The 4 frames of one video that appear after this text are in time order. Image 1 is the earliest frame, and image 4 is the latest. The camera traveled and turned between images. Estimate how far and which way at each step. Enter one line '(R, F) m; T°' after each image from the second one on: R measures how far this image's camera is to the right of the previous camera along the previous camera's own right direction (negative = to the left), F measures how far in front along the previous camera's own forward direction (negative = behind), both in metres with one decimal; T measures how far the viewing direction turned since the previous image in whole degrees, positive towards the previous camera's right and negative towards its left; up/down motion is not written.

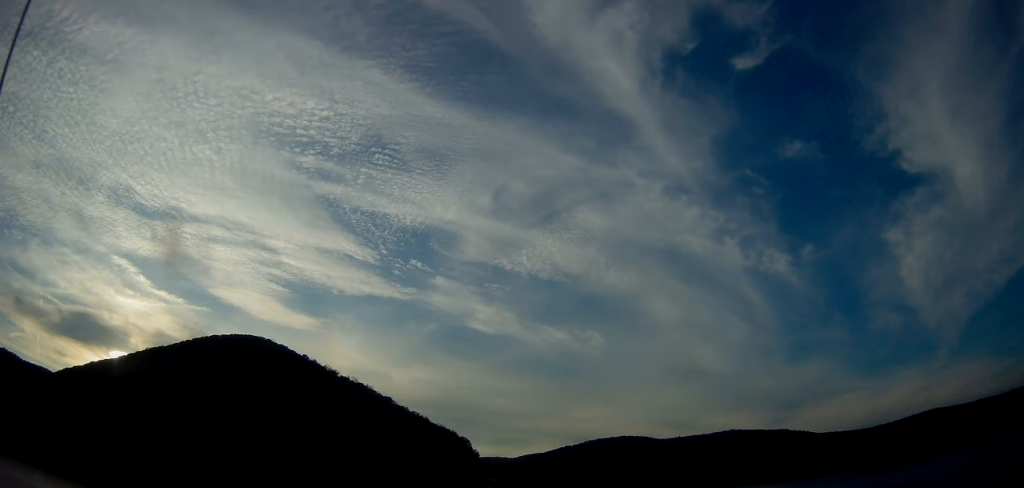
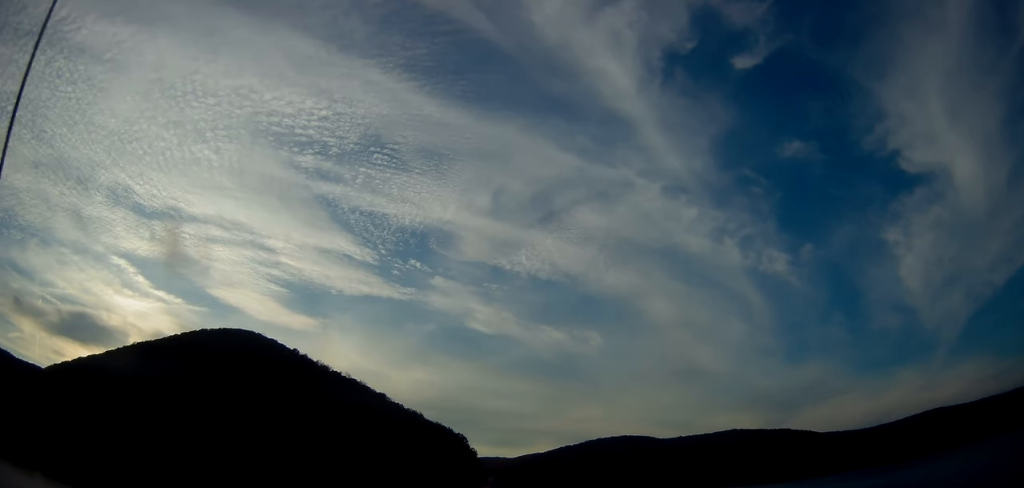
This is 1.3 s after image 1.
(-0.5, +29.5) m; -1°
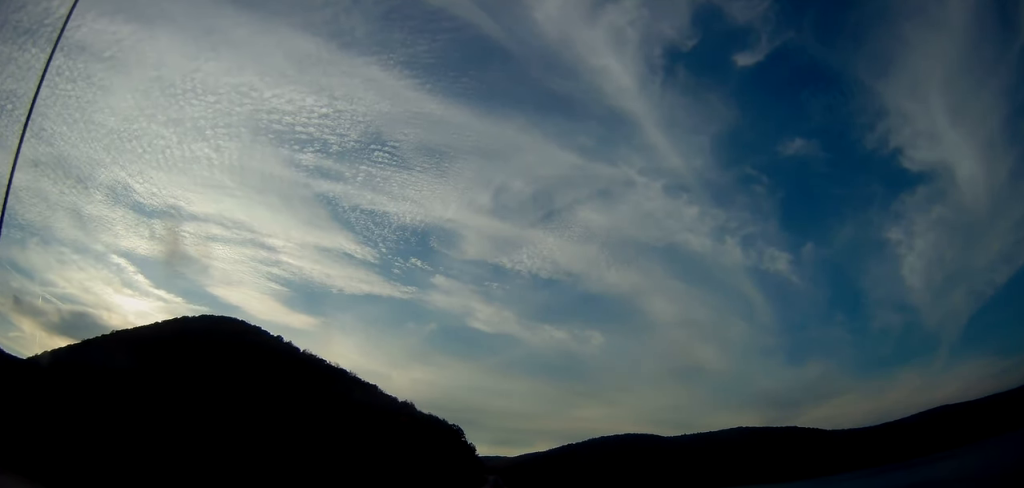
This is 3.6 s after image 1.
(+0.7, +50.0) m; +1°
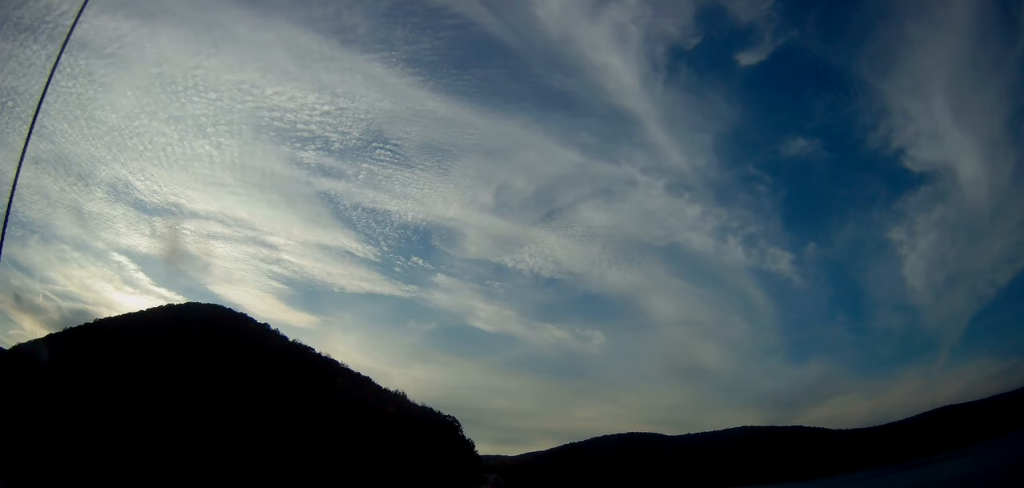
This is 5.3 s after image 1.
(-0.4, +38.3) m; -1°
